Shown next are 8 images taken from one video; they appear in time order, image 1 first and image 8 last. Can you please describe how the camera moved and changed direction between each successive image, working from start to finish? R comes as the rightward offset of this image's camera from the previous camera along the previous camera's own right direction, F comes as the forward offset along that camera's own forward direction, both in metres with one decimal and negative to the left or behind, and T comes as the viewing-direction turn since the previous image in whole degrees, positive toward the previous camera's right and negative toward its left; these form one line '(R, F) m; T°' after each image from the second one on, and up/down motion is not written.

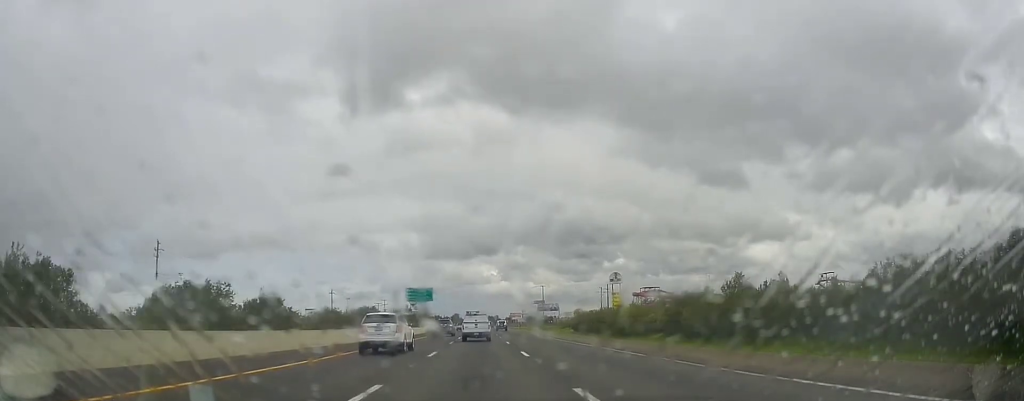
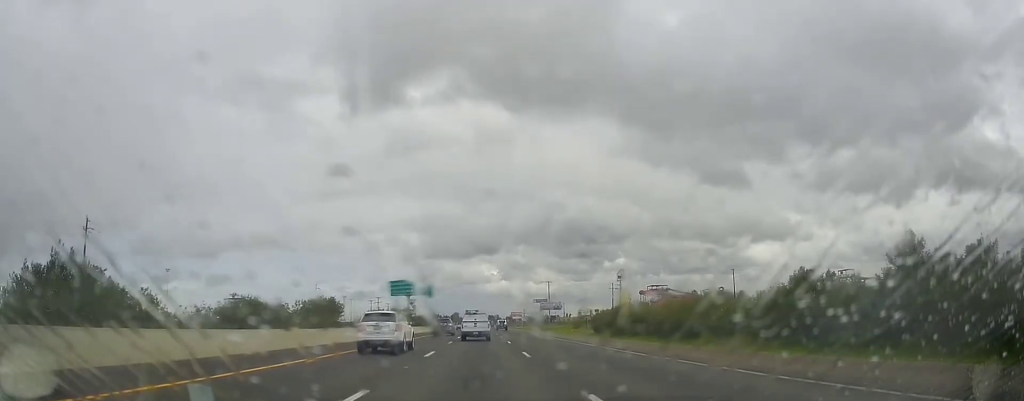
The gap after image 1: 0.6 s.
(-0.2, +16.3) m; 0°
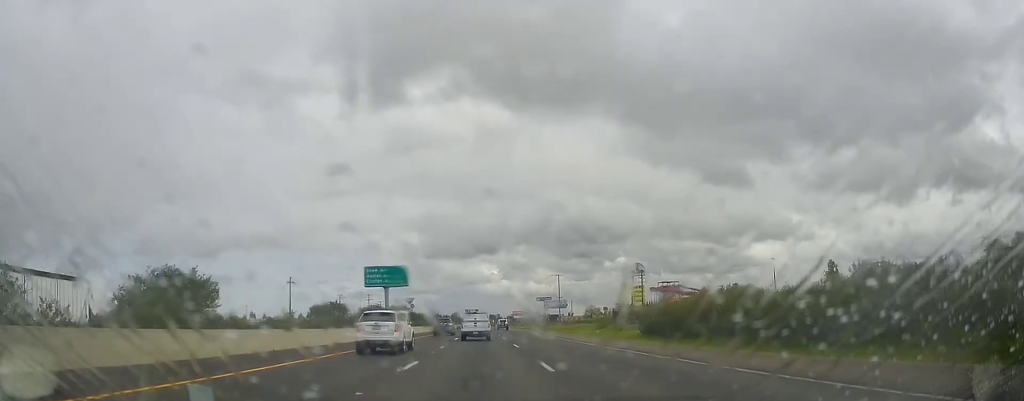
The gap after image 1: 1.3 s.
(0.0, +21.1) m; 0°
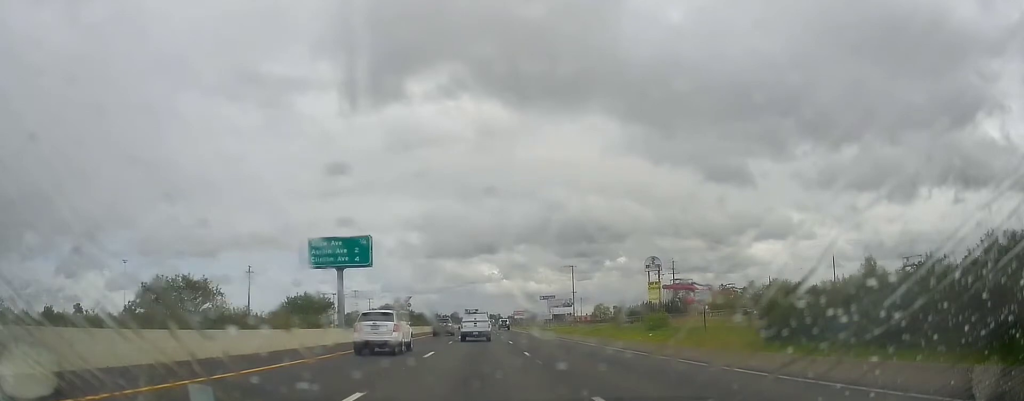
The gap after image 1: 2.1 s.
(+0.2, +23.9) m; +1°
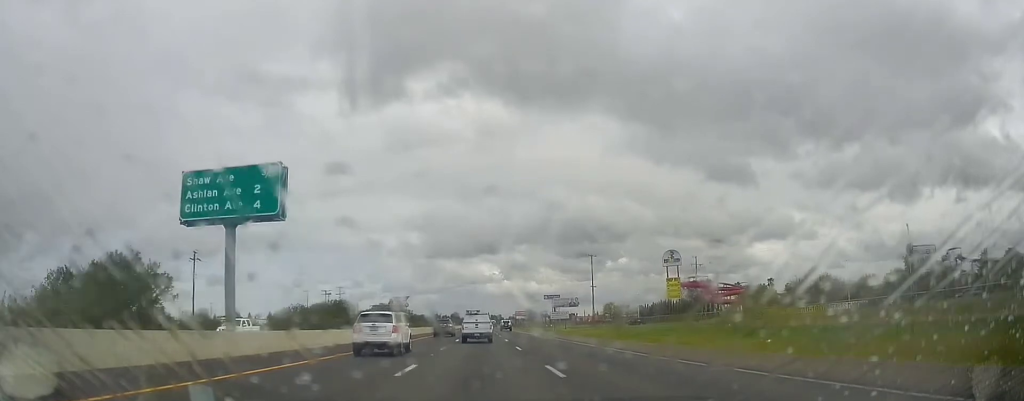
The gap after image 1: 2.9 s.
(-0.1, +20.9) m; +1°
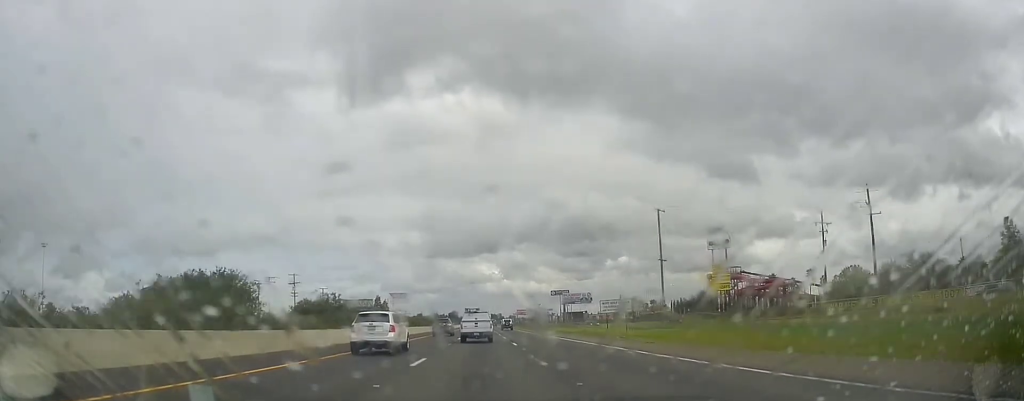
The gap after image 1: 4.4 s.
(+0.4, +42.7) m; 0°
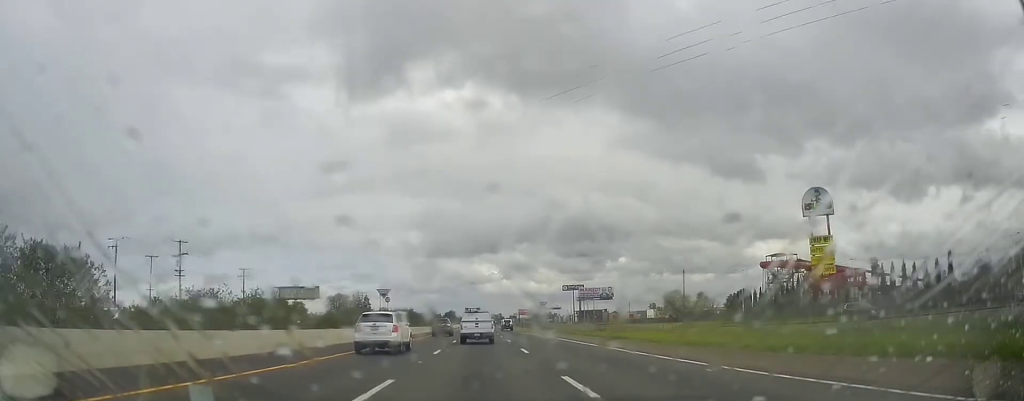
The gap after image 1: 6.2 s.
(-0.5, +51.8) m; 0°
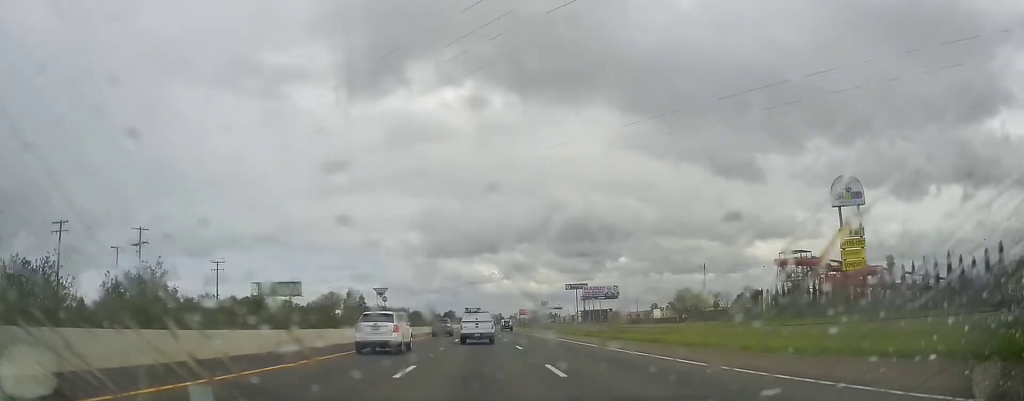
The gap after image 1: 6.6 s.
(+0.1, +11.1) m; 0°
